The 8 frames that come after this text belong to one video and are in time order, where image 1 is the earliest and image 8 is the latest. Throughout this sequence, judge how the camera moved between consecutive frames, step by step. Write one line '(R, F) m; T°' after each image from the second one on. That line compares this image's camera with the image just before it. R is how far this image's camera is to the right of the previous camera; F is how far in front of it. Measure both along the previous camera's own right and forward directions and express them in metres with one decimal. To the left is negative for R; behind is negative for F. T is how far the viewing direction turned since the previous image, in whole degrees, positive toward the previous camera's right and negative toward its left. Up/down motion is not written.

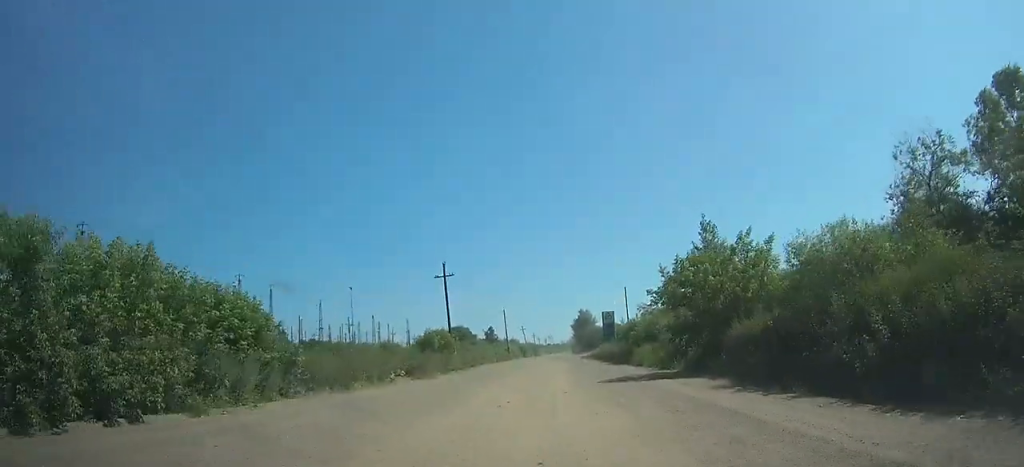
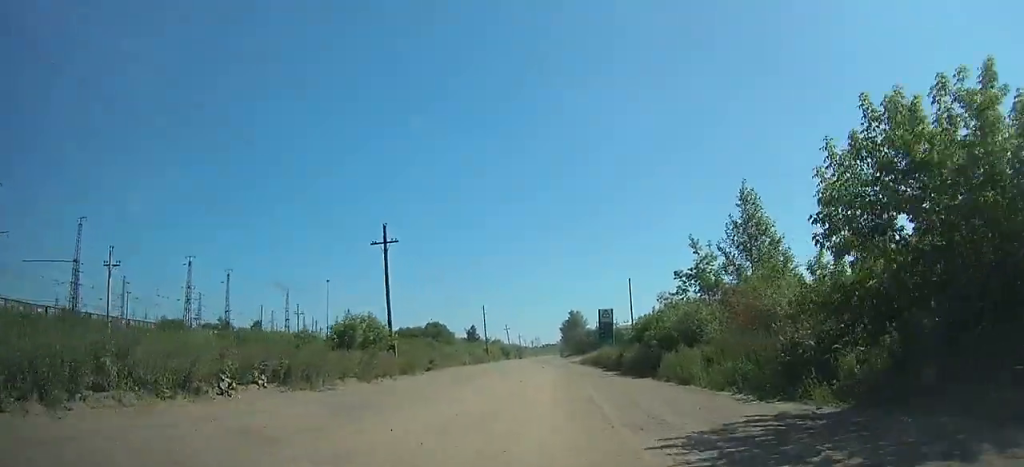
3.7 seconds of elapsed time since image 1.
(+0.3, +16.3) m; +2°
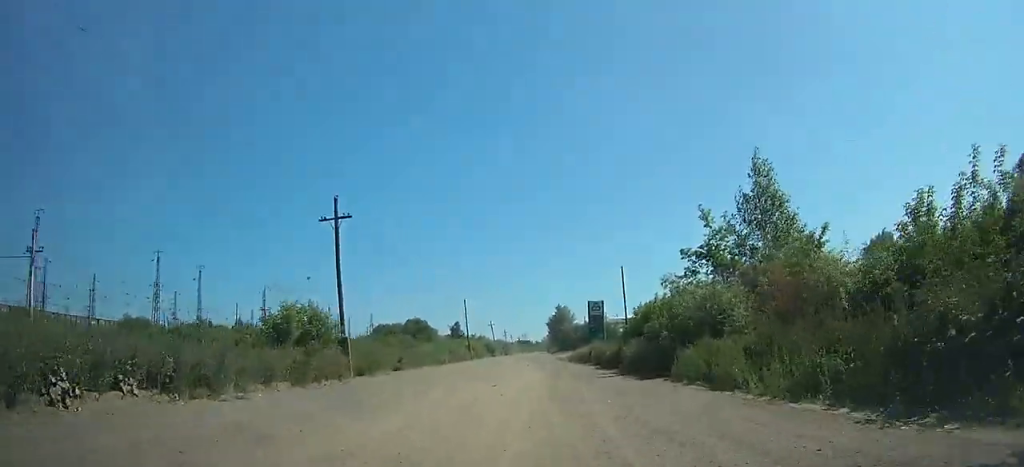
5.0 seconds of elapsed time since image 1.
(+0.1, +5.9) m; 0°
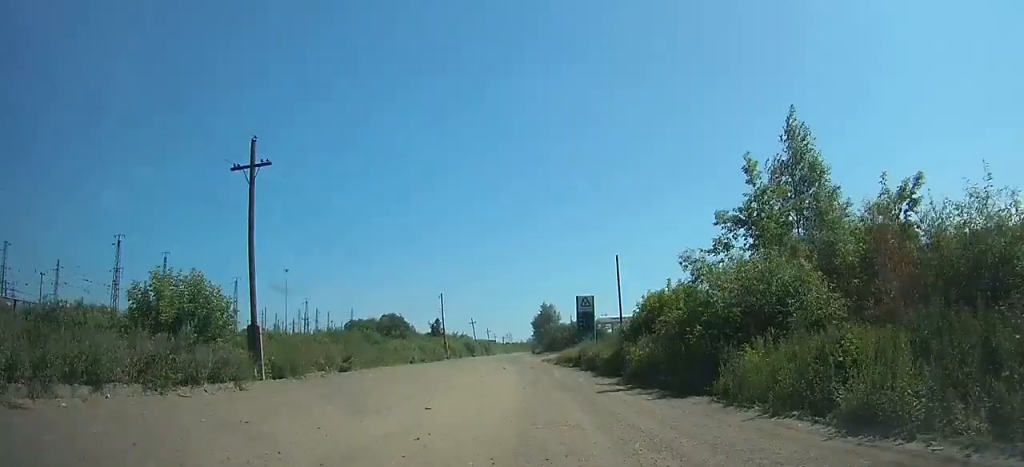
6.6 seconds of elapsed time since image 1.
(+0.1, +7.5) m; 0°
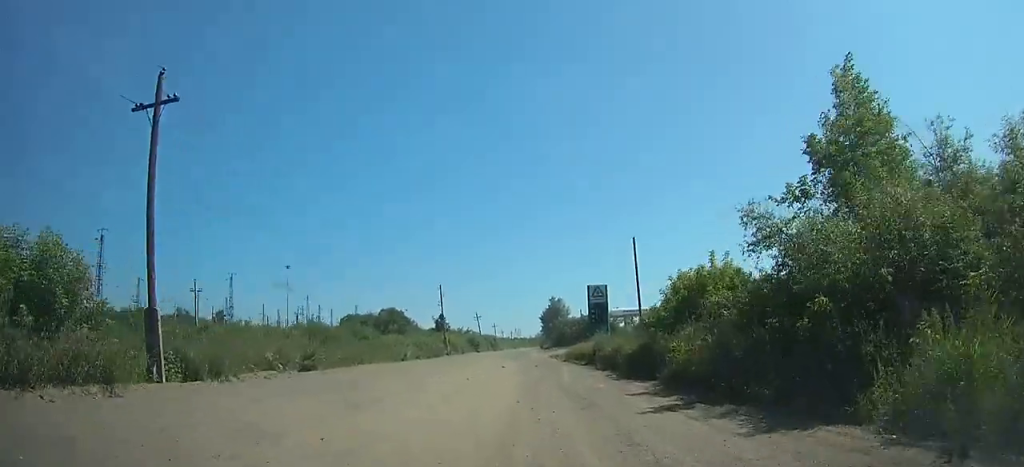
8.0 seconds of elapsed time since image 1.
(-0.1, +6.8) m; -1°
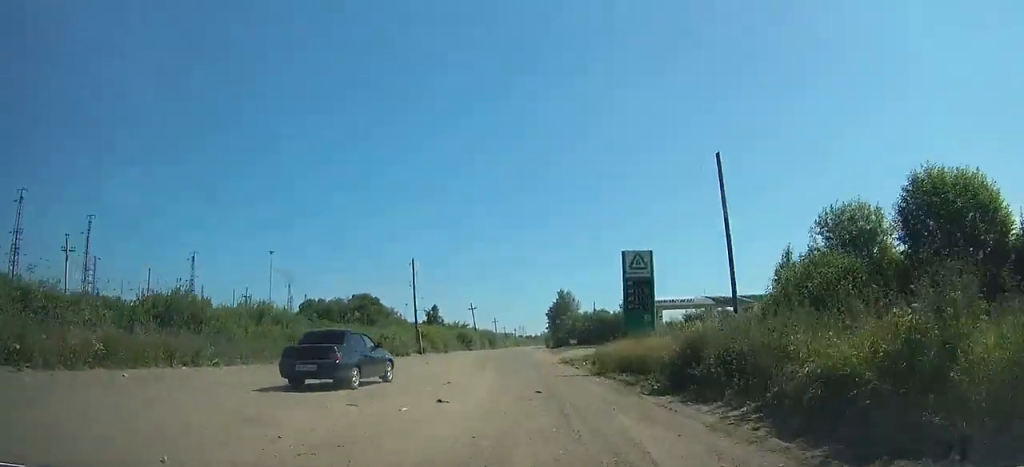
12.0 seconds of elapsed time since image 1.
(-0.3, +20.6) m; -1°
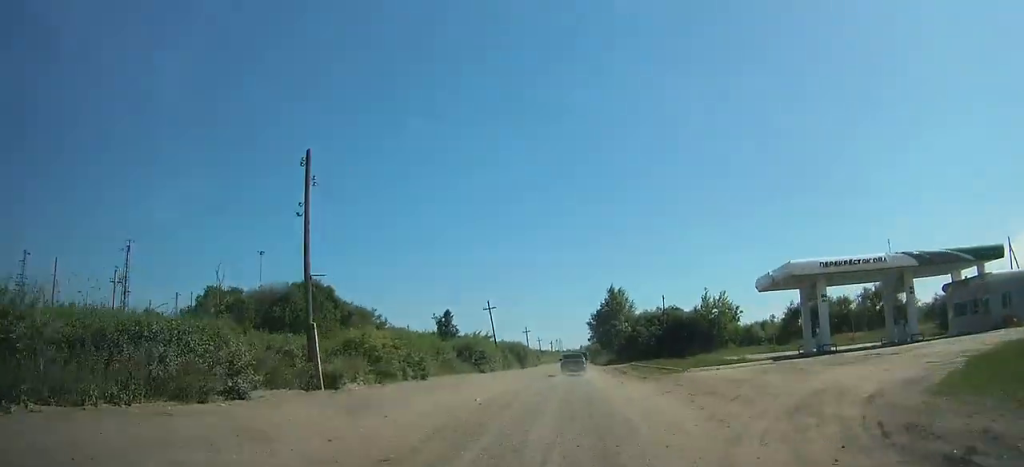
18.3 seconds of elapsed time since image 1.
(-1.1, +35.5) m; -2°
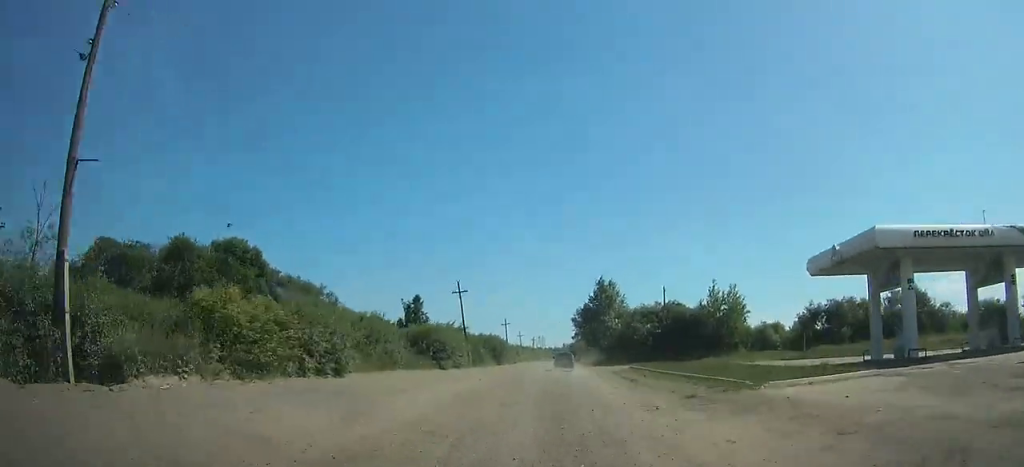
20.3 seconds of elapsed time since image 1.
(+0.2, +11.5) m; +1°
